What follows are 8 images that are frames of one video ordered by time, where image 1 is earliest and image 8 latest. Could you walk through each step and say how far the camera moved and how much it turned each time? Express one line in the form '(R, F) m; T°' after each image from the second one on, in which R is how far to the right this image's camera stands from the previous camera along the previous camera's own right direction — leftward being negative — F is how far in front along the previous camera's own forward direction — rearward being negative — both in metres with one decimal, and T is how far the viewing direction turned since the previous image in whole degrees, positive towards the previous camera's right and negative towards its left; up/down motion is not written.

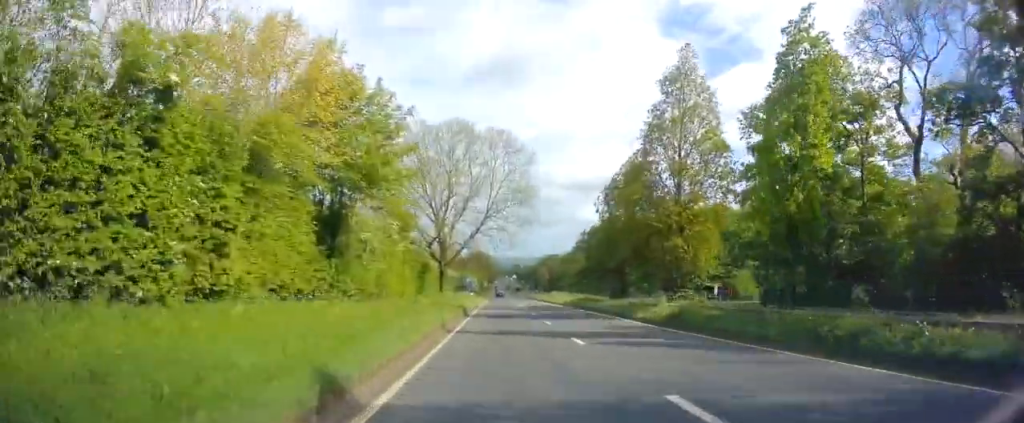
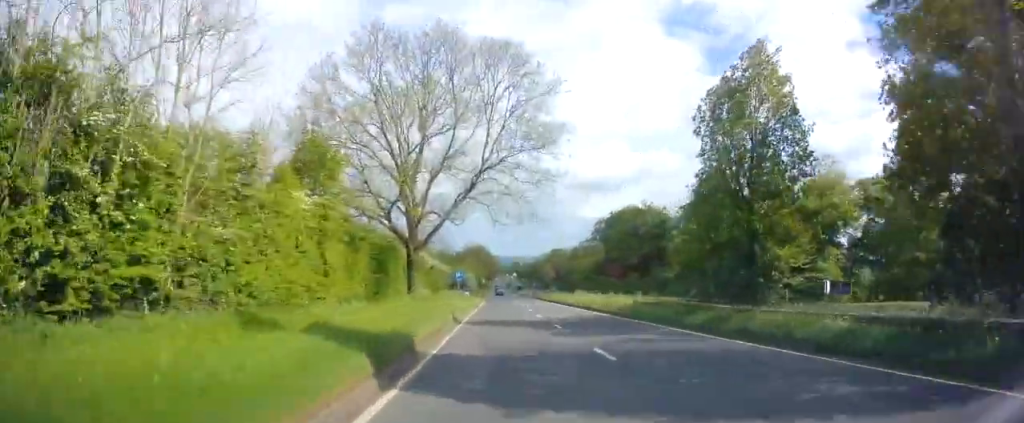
(0.0, +20.1) m; 0°
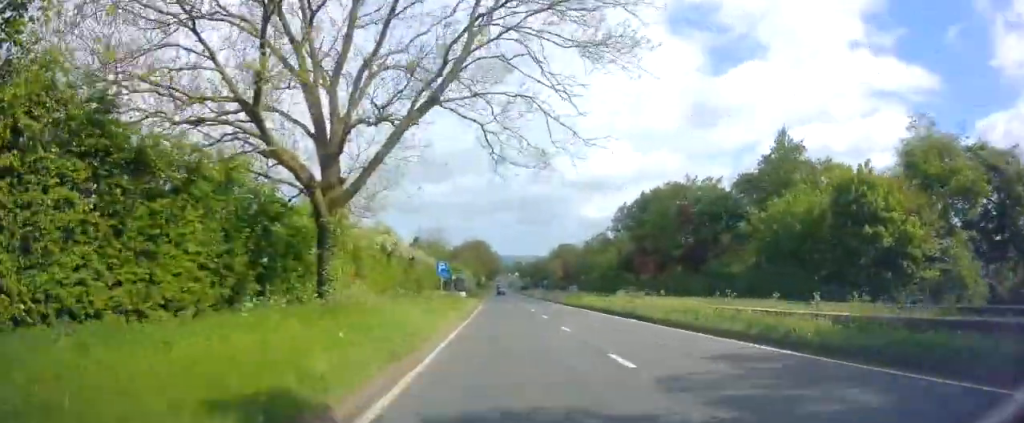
(-0.1, +18.3) m; 0°
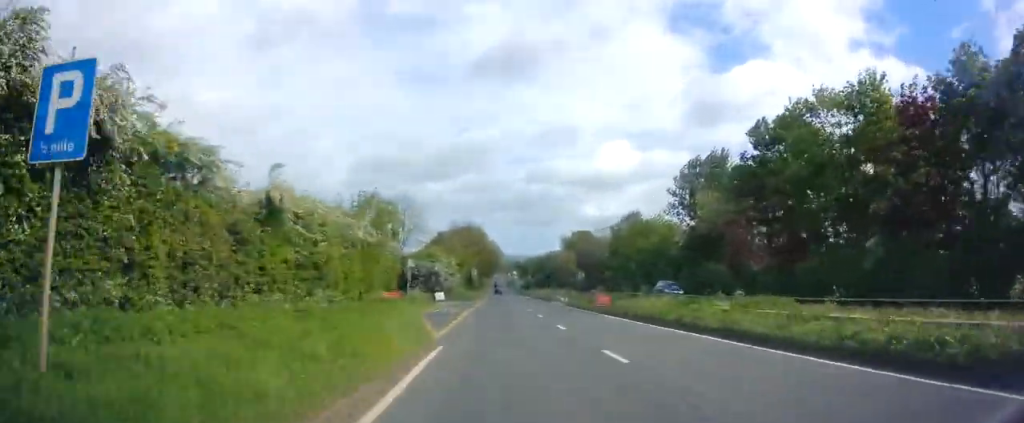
(+0.1, +33.8) m; 0°
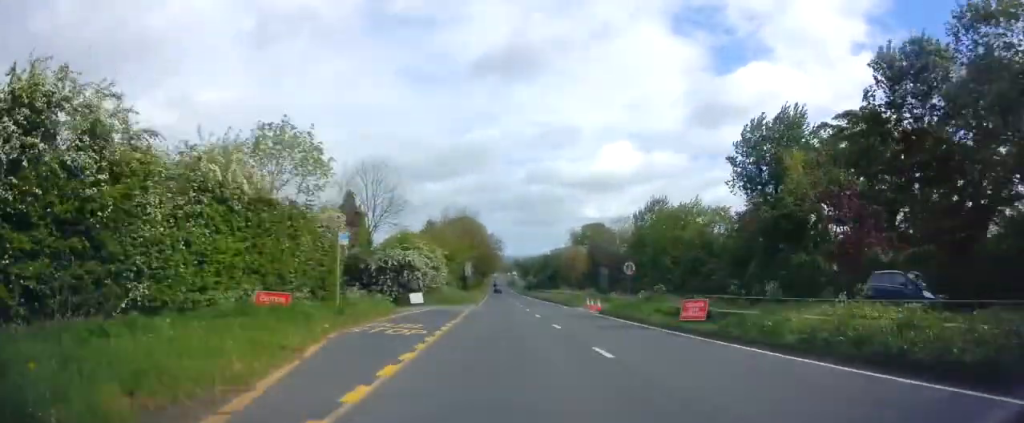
(0.0, +16.2) m; 0°
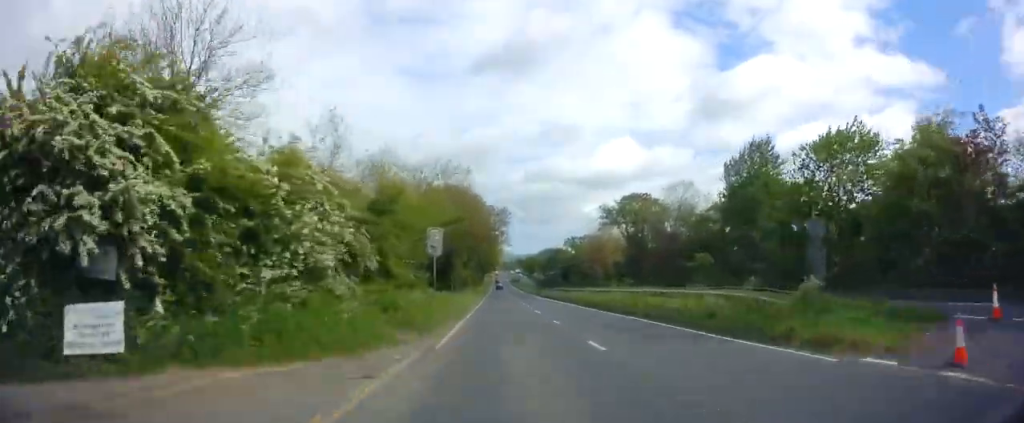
(+0.1, +33.8) m; 0°
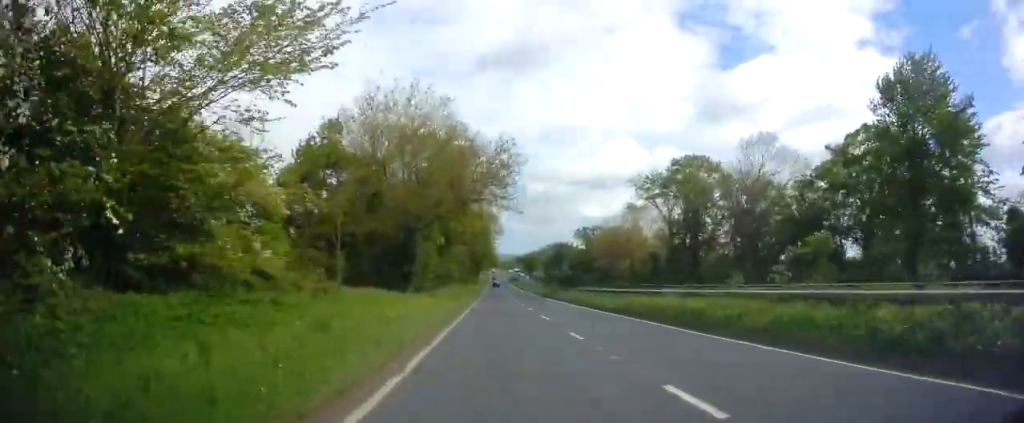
(-0.2, +24.1) m; 0°
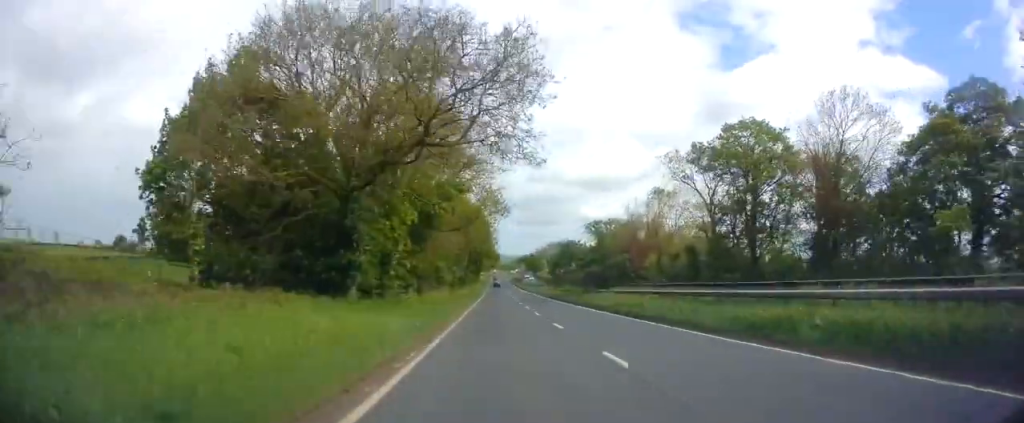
(0.0, +13.5) m; 0°
